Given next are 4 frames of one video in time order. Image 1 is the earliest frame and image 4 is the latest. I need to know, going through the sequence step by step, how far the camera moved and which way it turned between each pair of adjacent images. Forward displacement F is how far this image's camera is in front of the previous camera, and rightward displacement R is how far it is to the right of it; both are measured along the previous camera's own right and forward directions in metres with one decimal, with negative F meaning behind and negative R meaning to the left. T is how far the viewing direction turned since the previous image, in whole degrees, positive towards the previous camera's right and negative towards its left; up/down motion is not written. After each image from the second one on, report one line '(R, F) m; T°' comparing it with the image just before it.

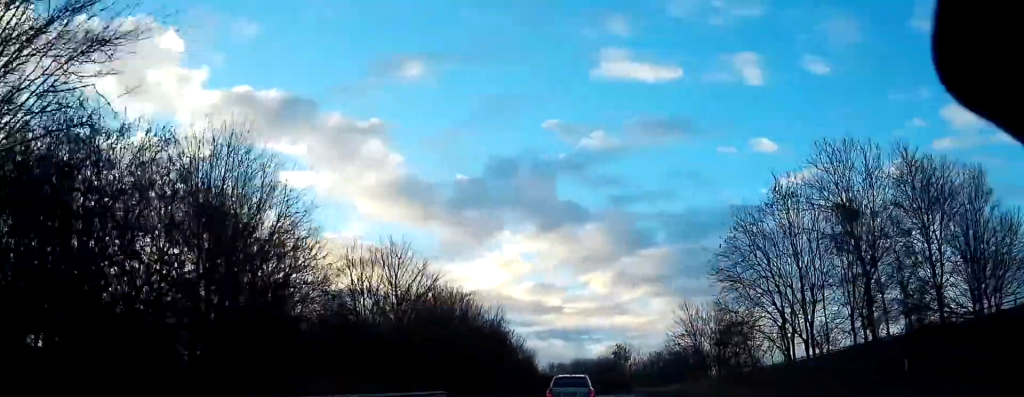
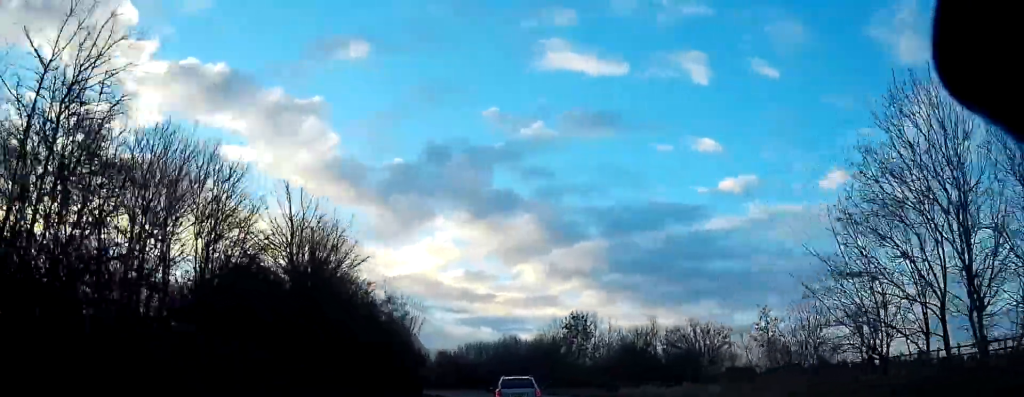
(+3.2, +45.1) m; +5°
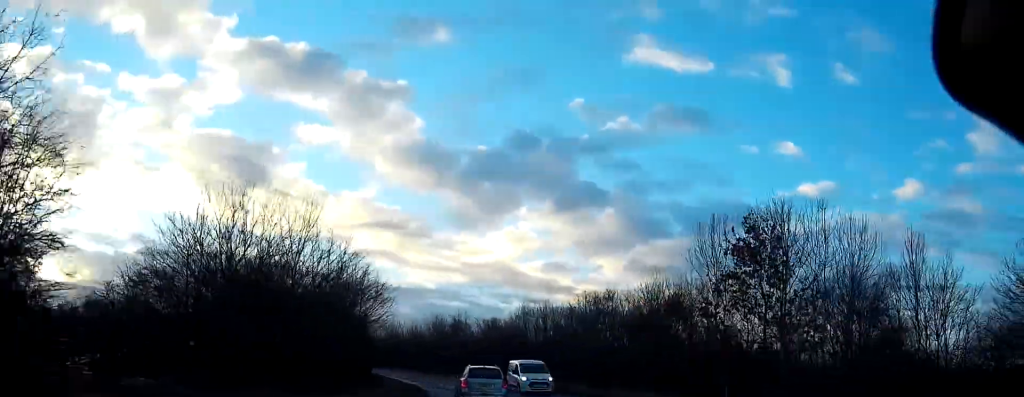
(-1.4, +41.9) m; -5°
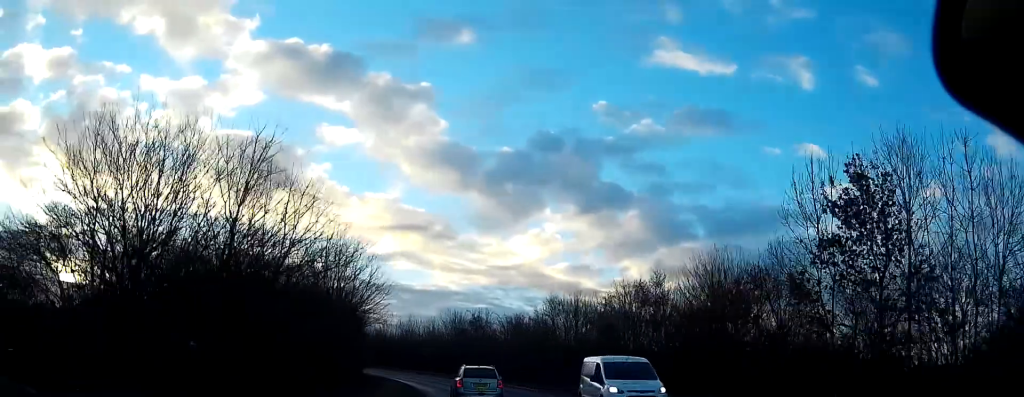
(0.0, +8.7) m; -2°
